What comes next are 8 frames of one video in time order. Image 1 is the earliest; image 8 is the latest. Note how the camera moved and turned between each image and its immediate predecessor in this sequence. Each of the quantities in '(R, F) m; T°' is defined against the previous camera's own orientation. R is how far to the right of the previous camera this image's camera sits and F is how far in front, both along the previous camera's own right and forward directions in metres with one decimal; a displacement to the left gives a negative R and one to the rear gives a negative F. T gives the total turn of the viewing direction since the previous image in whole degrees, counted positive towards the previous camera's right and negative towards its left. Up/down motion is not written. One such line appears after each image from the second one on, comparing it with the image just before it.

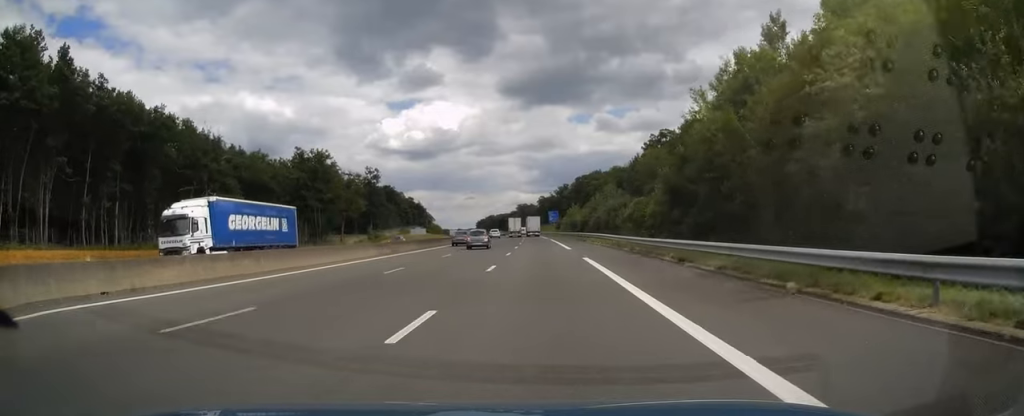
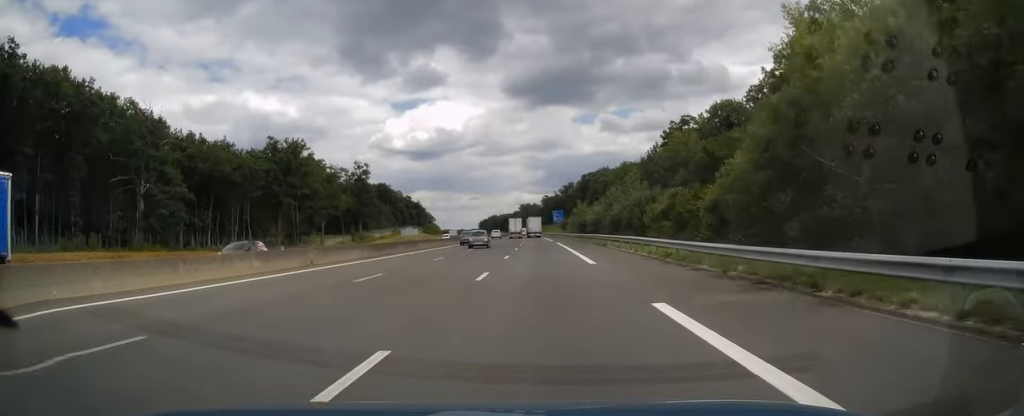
(0.0, +16.2) m; -1°
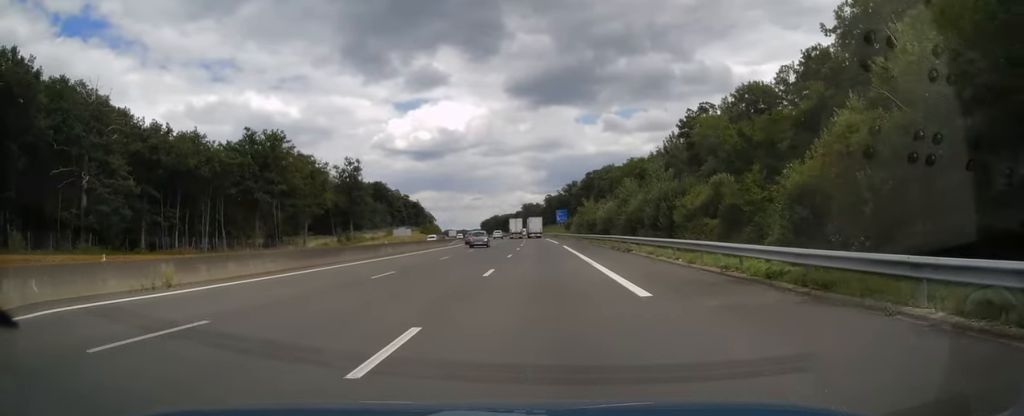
(-0.1, +11.1) m; -1°
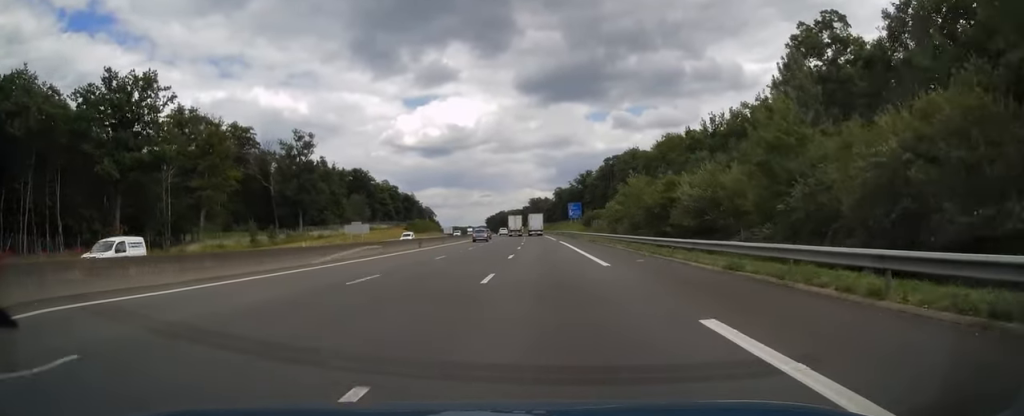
(-0.6, +42.6) m; -1°
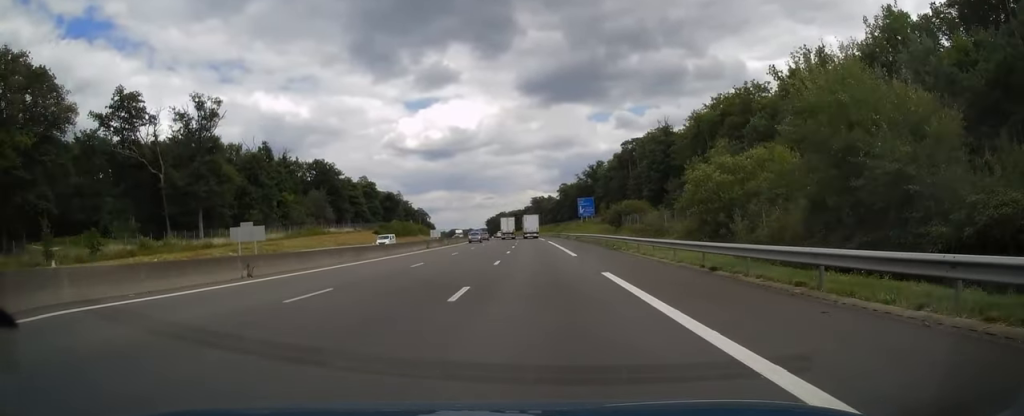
(0.0, +41.9) m; -1°
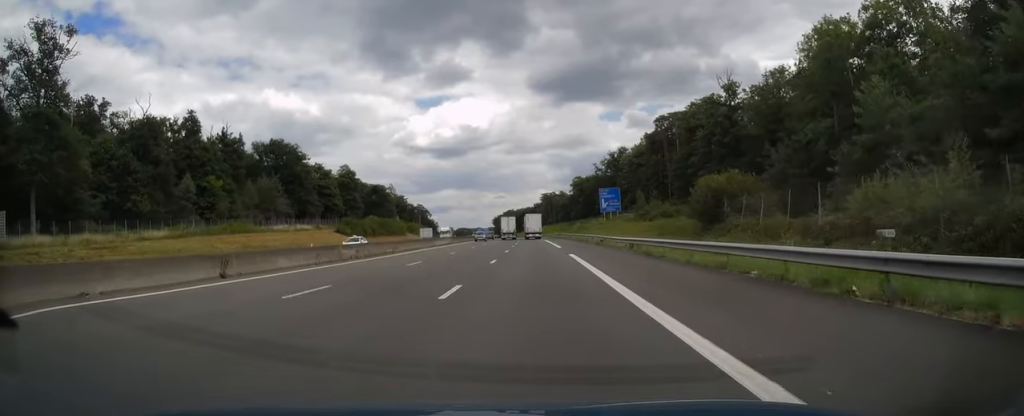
(-0.1, +38.1) m; 0°
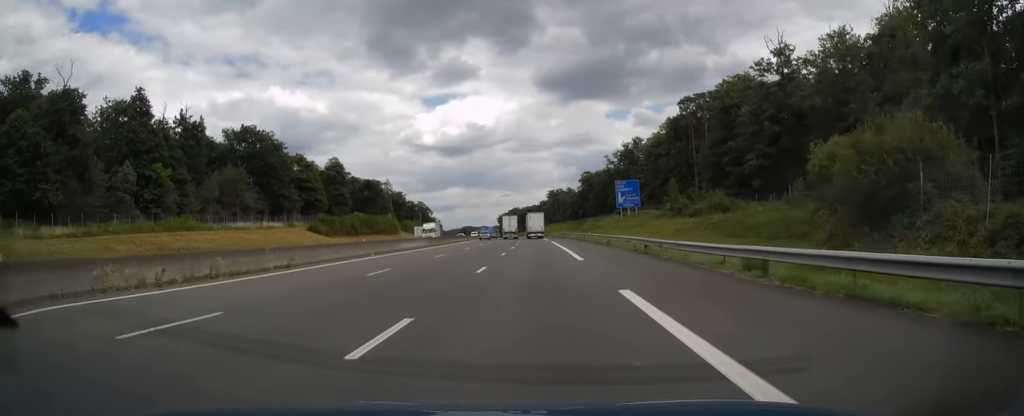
(+0.2, +18.8) m; -1°
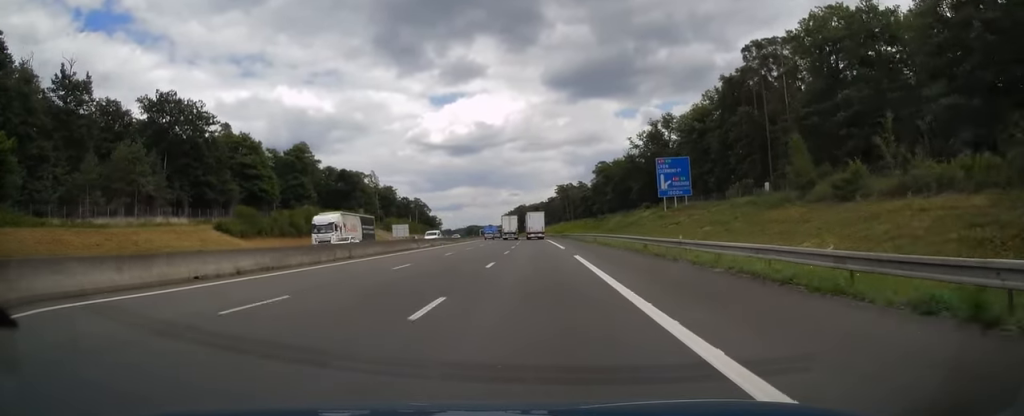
(-0.7, +35.7) m; -2°
